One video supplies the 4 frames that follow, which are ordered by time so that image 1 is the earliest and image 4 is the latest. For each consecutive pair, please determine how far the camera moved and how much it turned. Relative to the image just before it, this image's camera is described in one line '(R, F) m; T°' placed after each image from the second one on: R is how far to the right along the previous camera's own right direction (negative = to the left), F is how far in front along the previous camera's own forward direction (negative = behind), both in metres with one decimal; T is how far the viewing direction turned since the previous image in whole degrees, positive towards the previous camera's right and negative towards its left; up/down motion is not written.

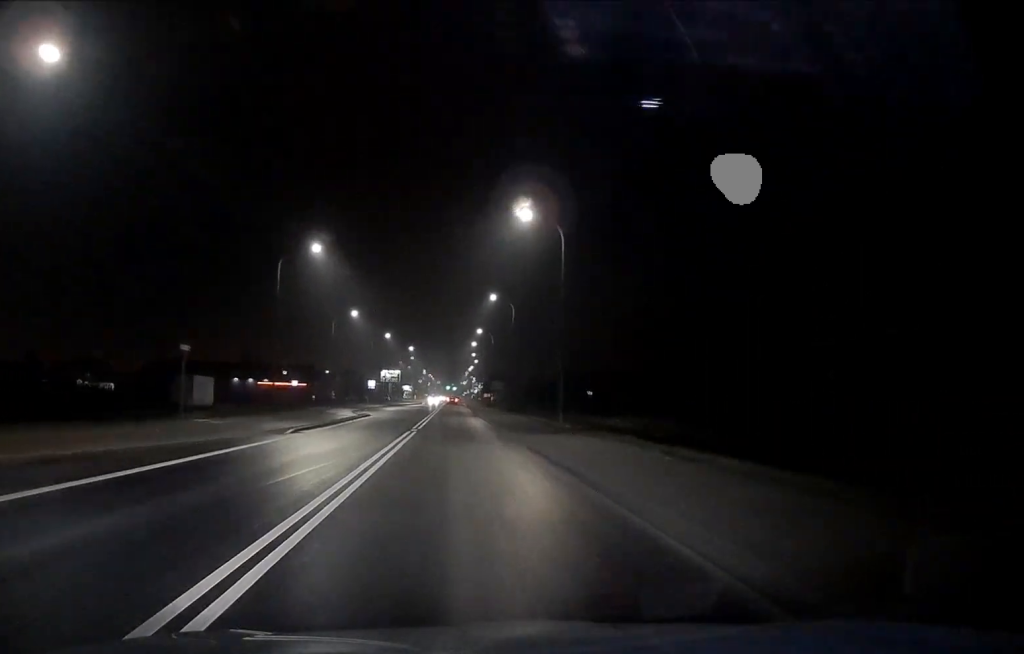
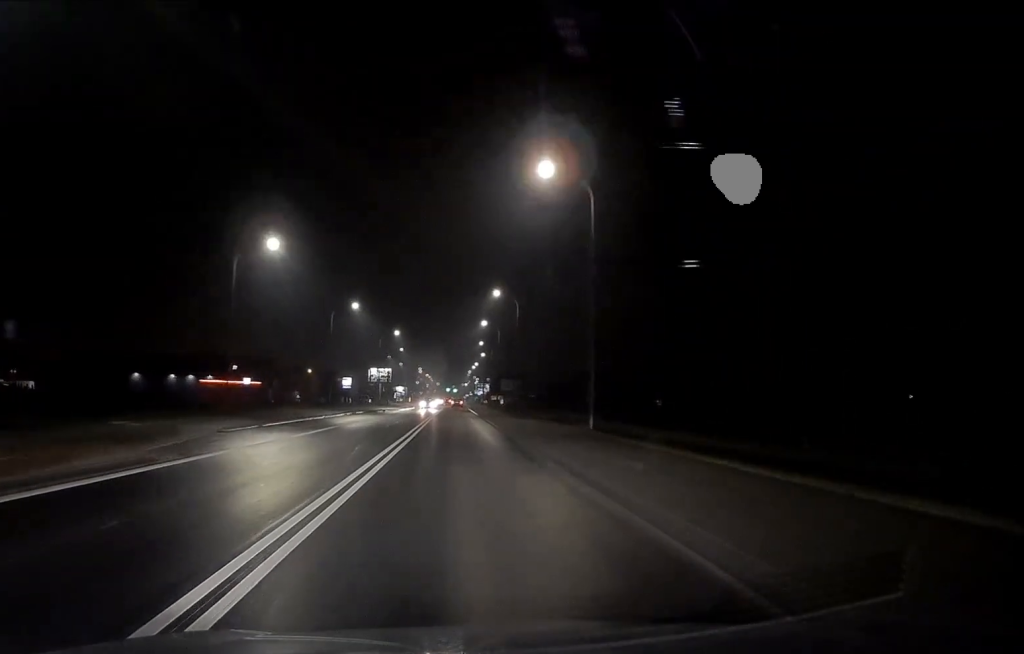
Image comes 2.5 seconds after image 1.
(-0.1, +37.8) m; -1°
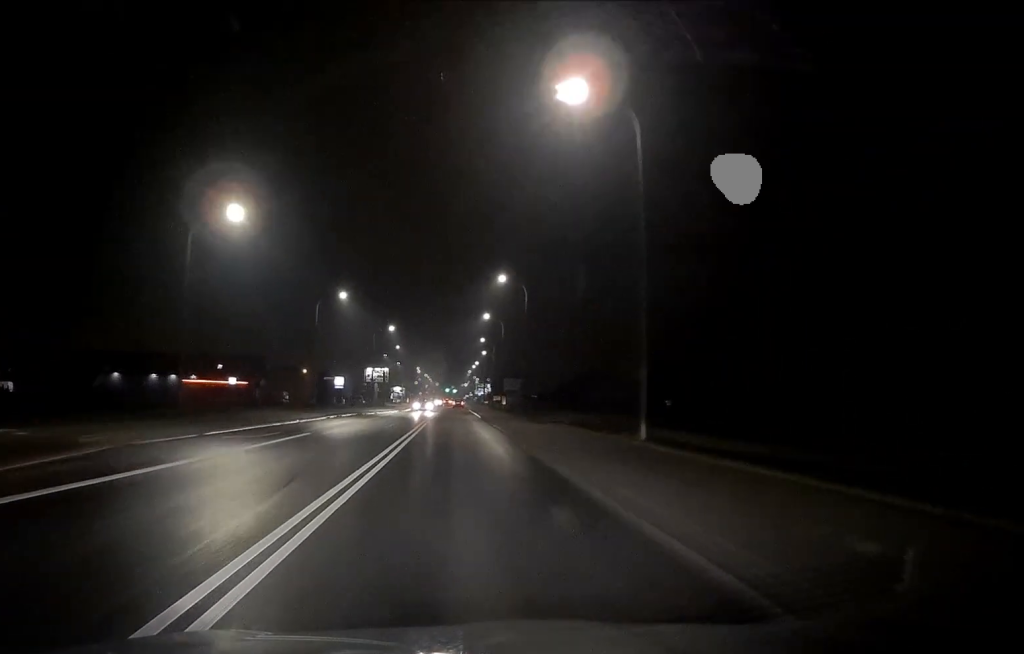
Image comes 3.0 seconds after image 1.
(0.0, +7.7) m; 0°
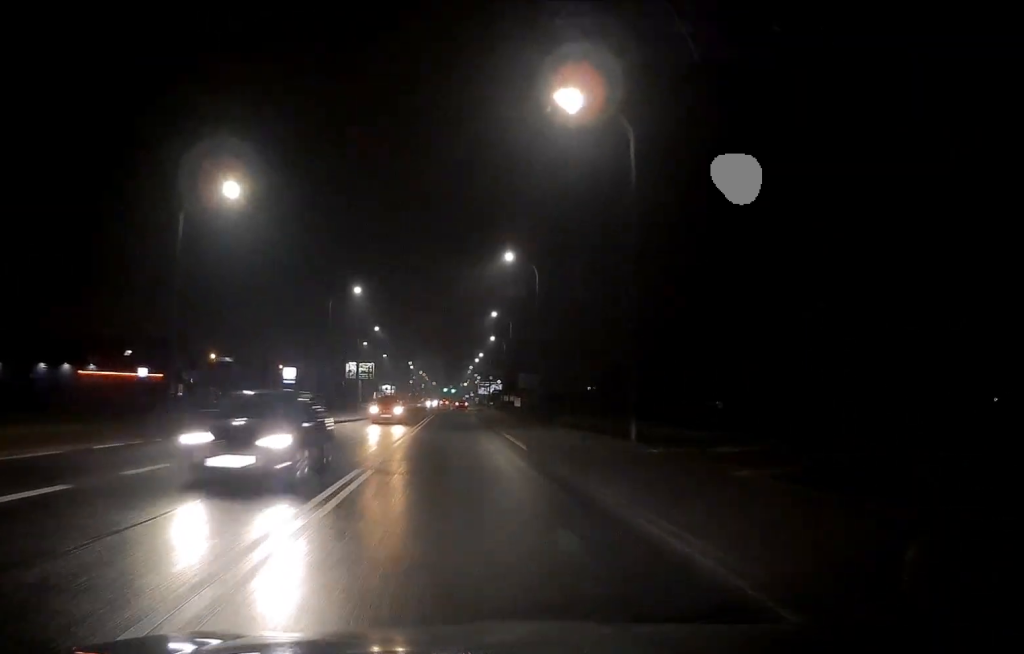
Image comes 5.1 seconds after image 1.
(+0.6, +33.5) m; +1°
